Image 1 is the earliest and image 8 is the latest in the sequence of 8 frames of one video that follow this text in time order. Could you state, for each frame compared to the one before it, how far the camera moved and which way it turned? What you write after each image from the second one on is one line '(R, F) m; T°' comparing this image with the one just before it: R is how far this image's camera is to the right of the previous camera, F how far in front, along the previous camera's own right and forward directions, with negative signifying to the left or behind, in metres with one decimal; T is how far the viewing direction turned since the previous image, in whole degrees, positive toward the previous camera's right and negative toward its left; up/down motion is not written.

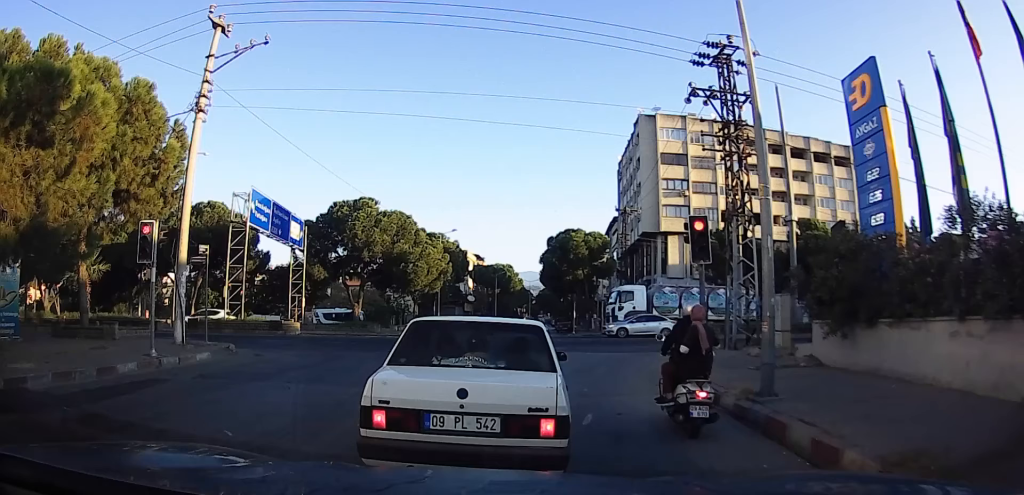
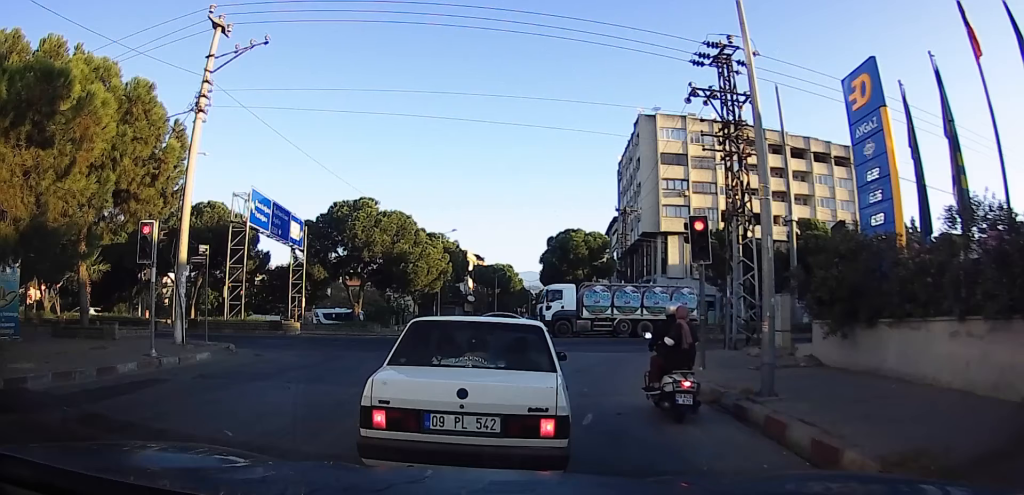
(0.0, 0.0) m; 0°
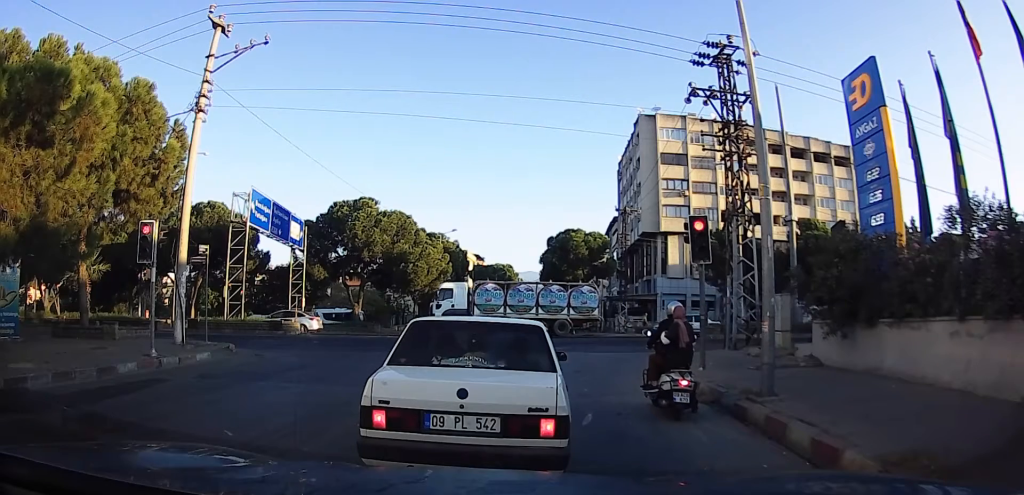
(0.0, 0.0) m; 0°
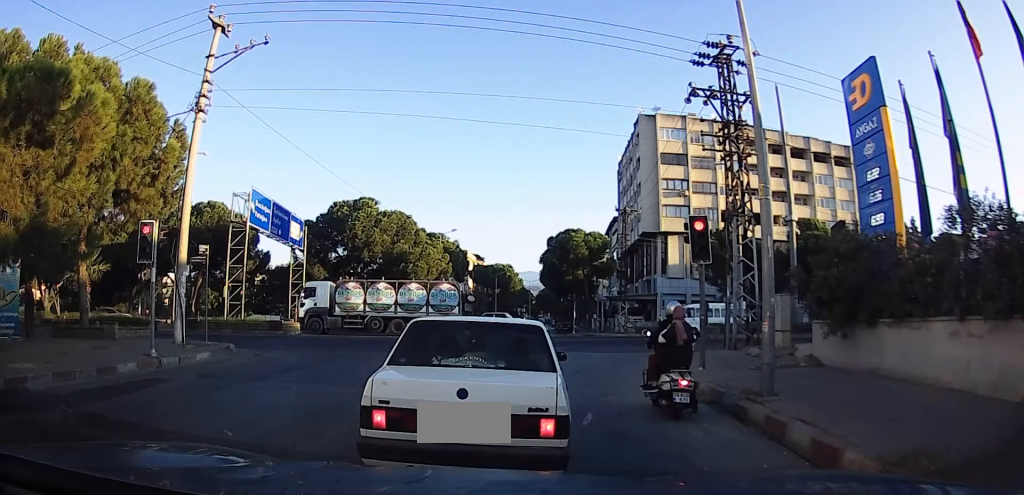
(0.0, 0.0) m; 0°
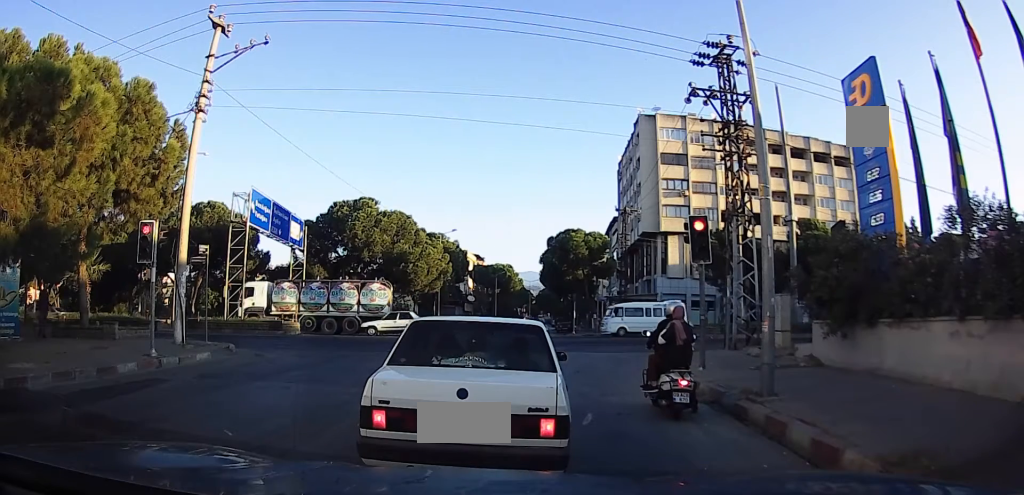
(0.0, 0.0) m; 0°
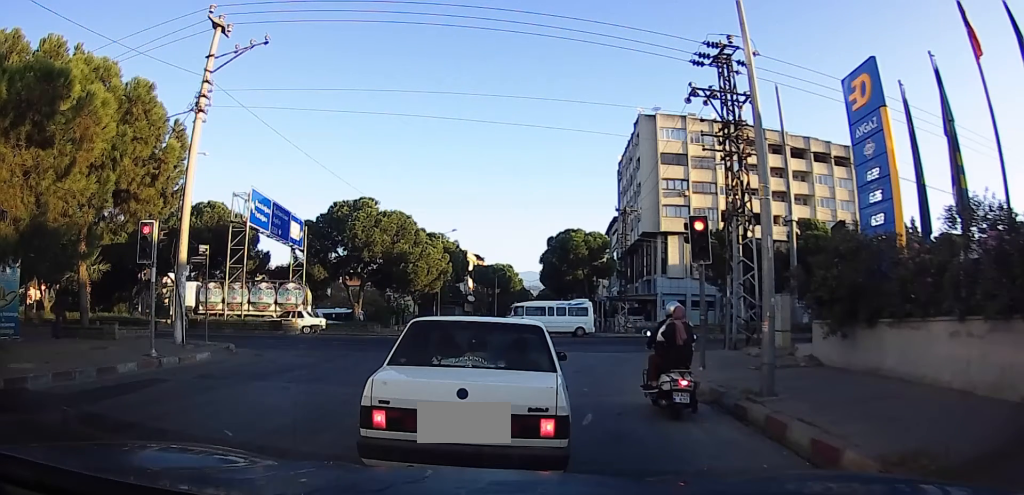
(0.0, 0.0) m; 0°
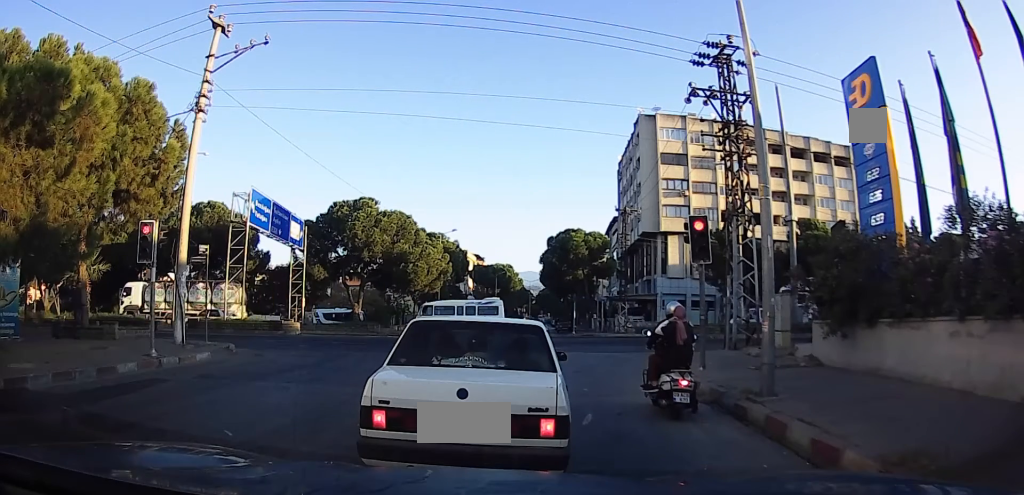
(0.0, 0.0) m; 0°
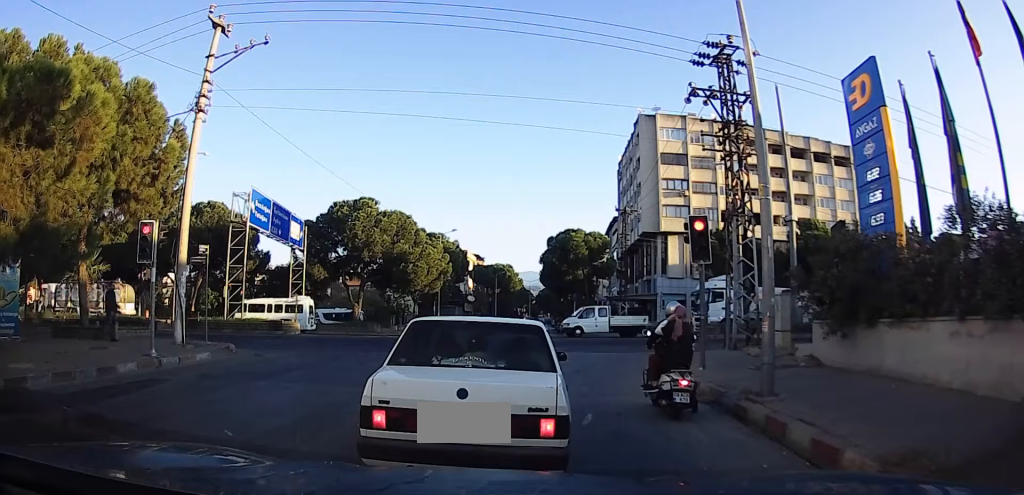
(0.0, 0.0) m; 0°
